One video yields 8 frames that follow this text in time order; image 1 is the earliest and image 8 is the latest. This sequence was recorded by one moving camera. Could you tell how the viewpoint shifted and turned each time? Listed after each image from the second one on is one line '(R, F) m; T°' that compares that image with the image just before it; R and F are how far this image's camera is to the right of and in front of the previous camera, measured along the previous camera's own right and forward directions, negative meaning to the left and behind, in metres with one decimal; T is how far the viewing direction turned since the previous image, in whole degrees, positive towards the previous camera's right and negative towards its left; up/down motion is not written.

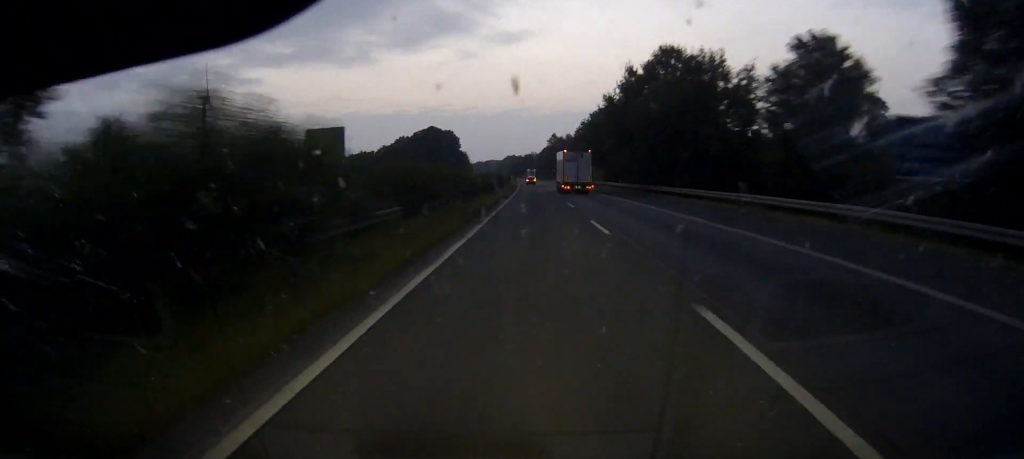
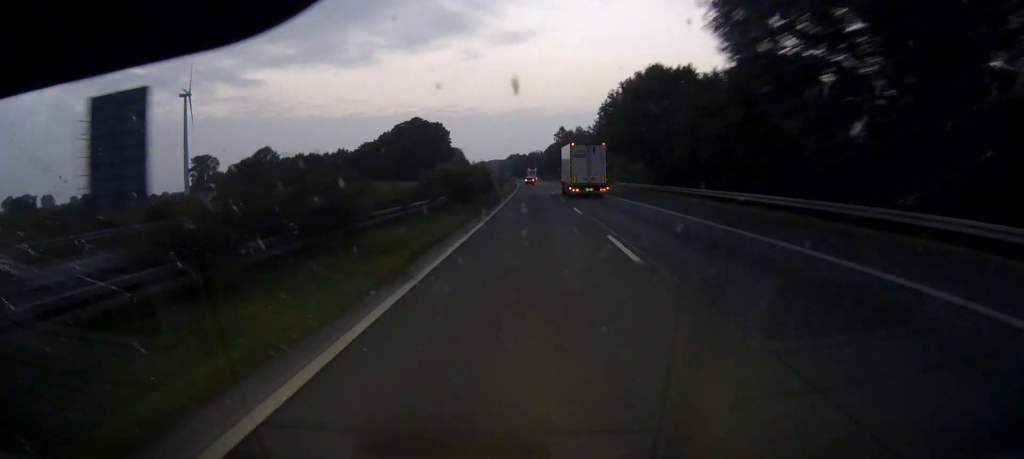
(-0.2, +43.8) m; 0°
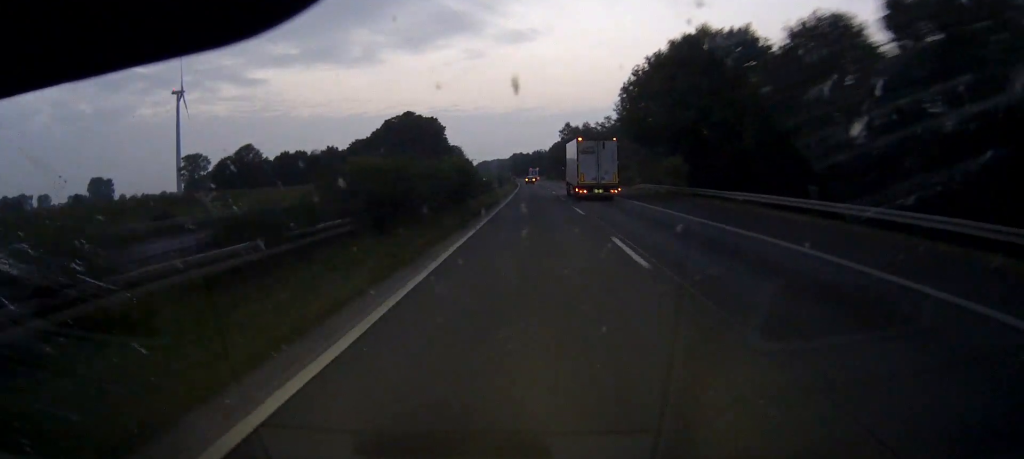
(0.0, +19.4) m; 0°
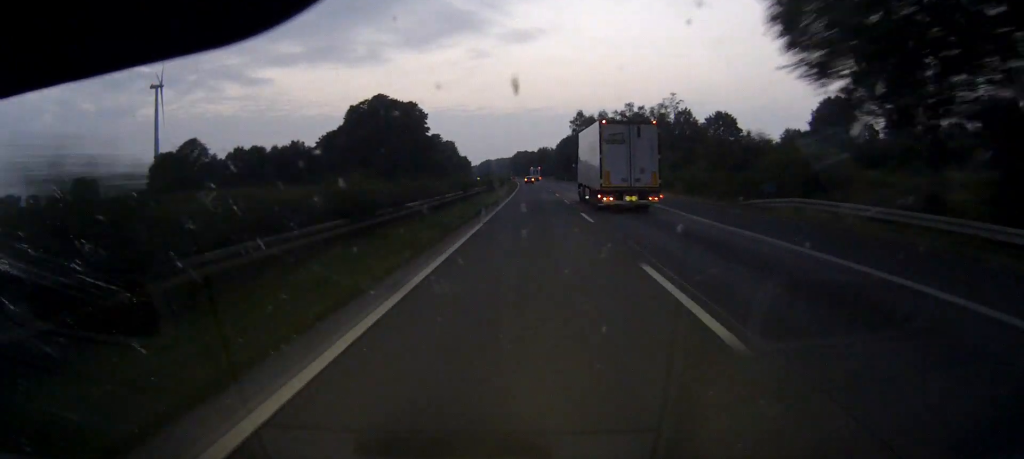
(-0.1, +43.2) m; 0°
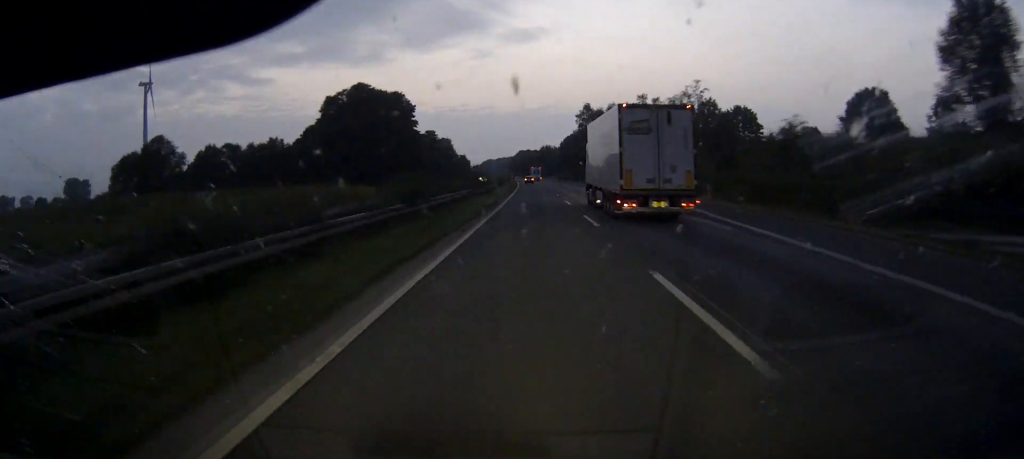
(0.0, +20.0) m; 0°
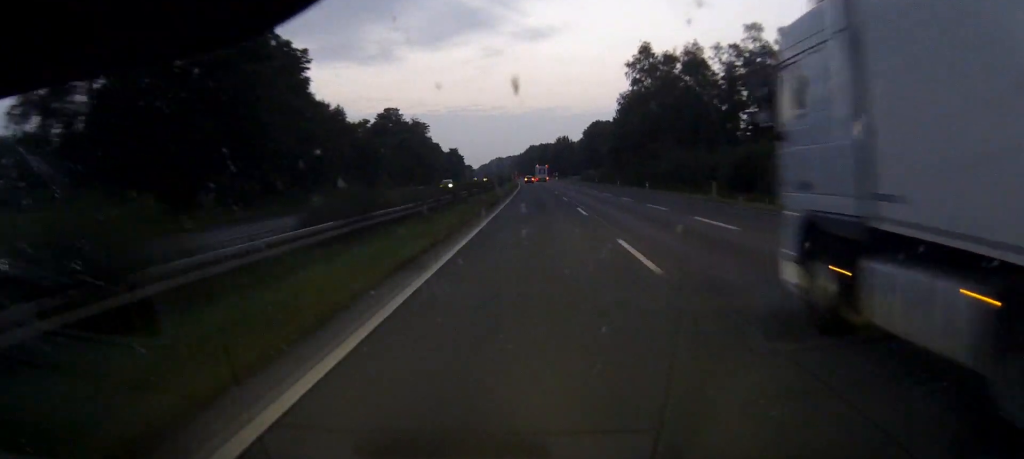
(-0.4, +84.8) m; -1°
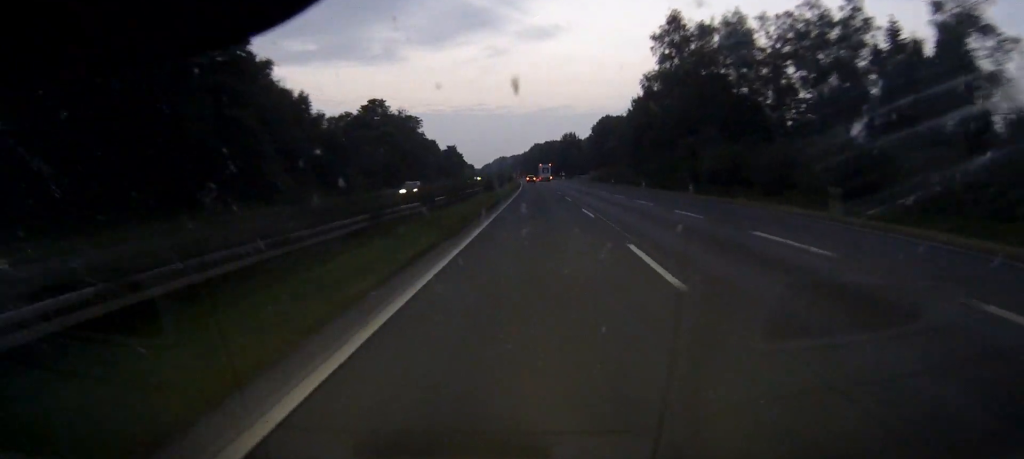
(-0.1, +19.6) m; 0°
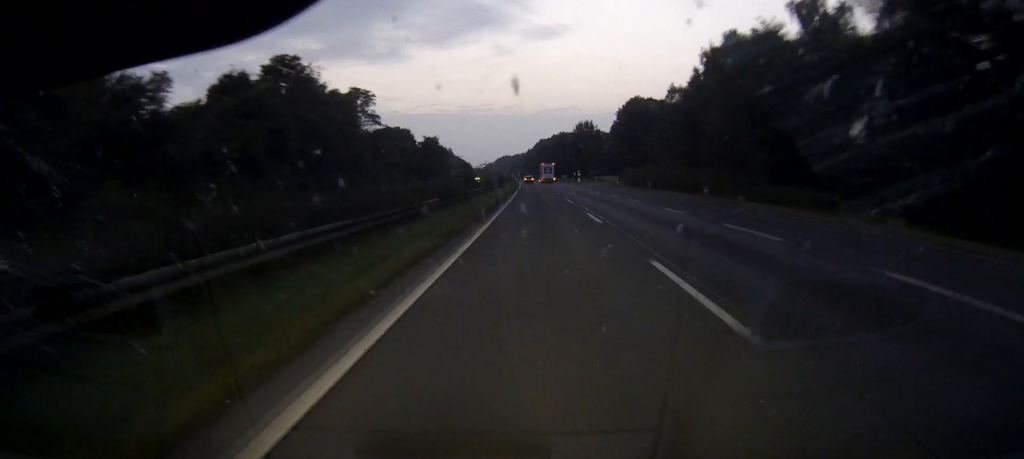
(-0.4, +56.6) m; -1°
